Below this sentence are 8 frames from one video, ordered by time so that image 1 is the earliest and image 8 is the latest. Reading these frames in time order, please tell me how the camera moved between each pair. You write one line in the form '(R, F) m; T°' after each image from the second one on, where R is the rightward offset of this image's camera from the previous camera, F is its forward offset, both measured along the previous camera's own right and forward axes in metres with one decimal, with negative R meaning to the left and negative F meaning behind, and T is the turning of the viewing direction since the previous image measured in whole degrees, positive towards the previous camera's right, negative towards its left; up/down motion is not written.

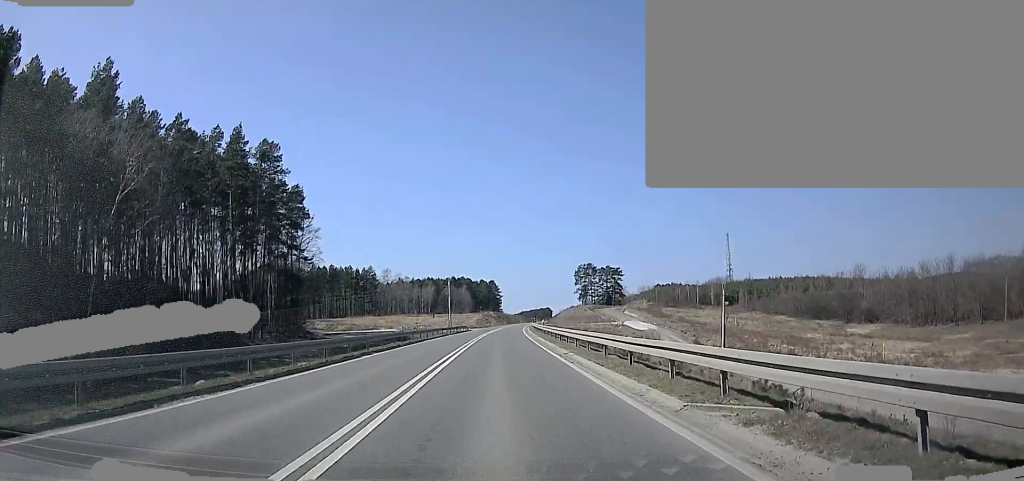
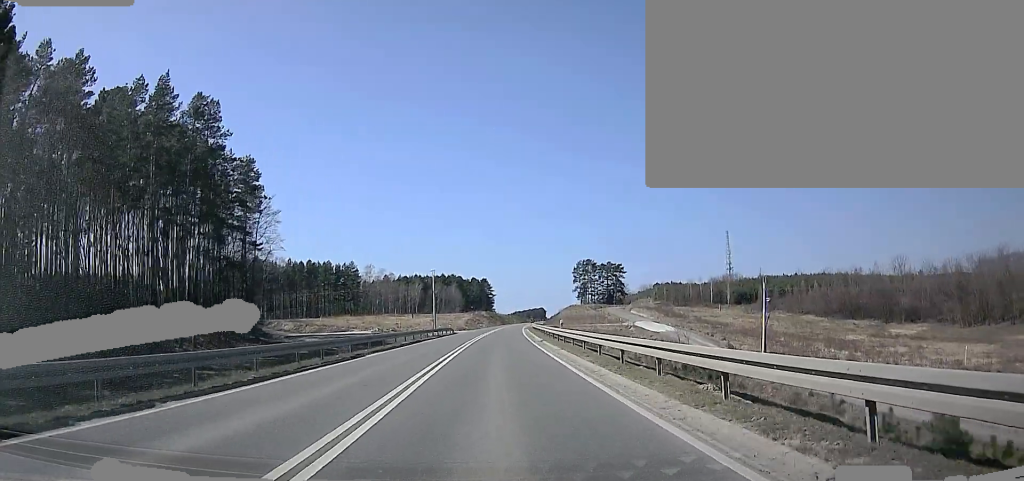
(0.0, +19.2) m; 0°
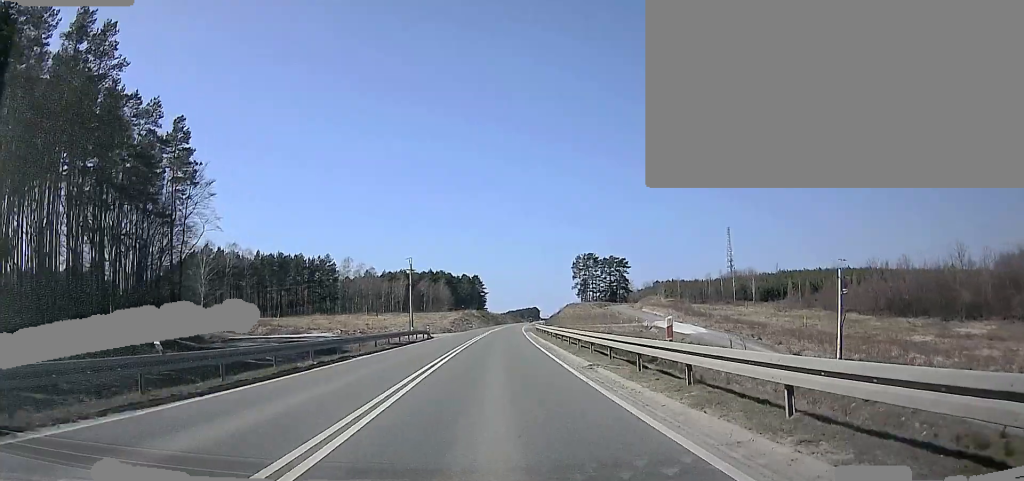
(-0.1, +22.1) m; +2°
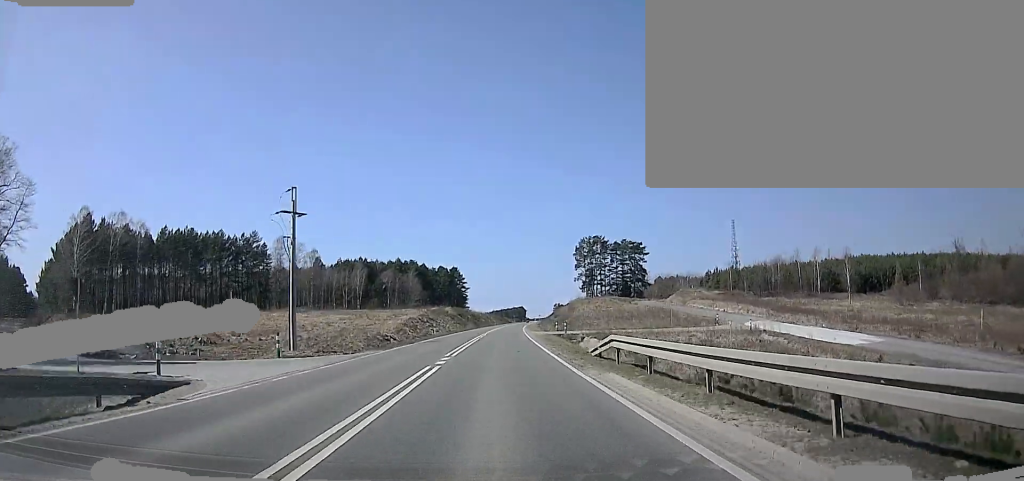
(+2.4, +48.6) m; +2°
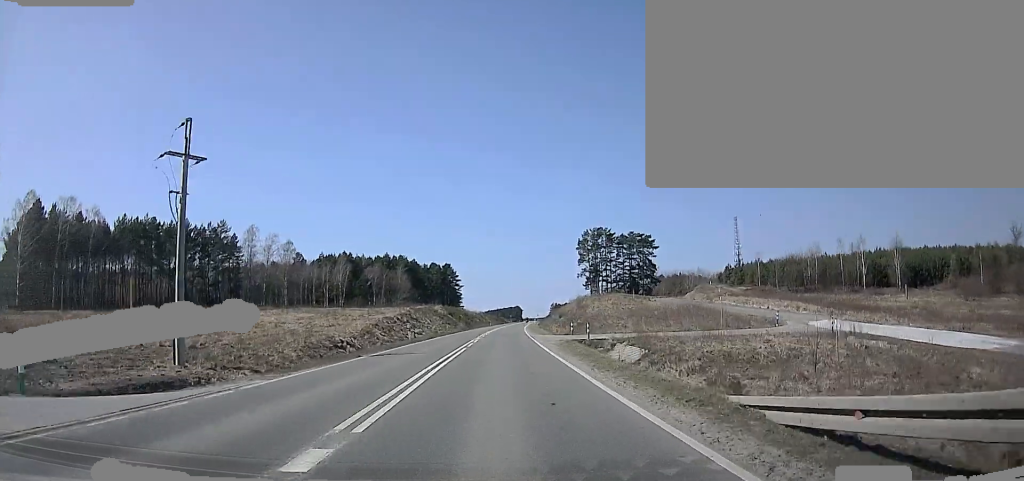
(+0.4, +15.8) m; -2°
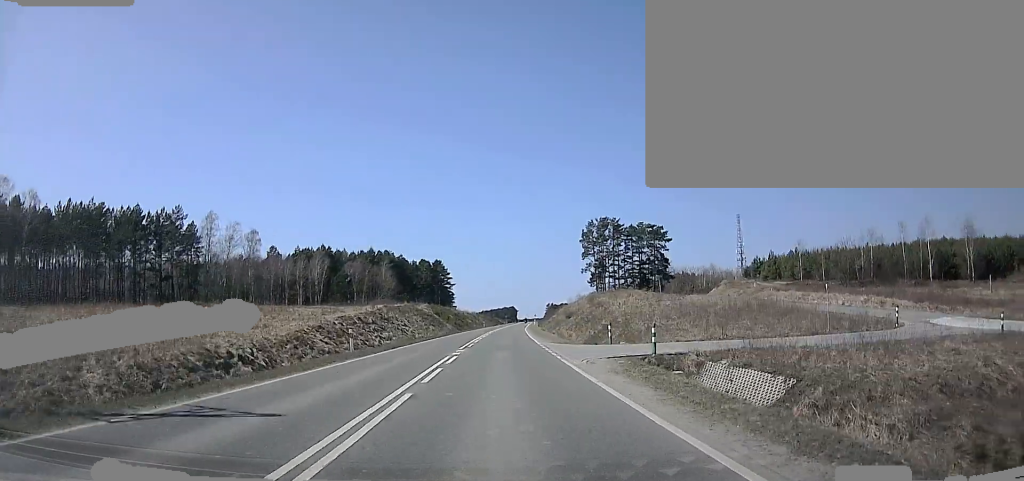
(-0.9, +17.7) m; 0°
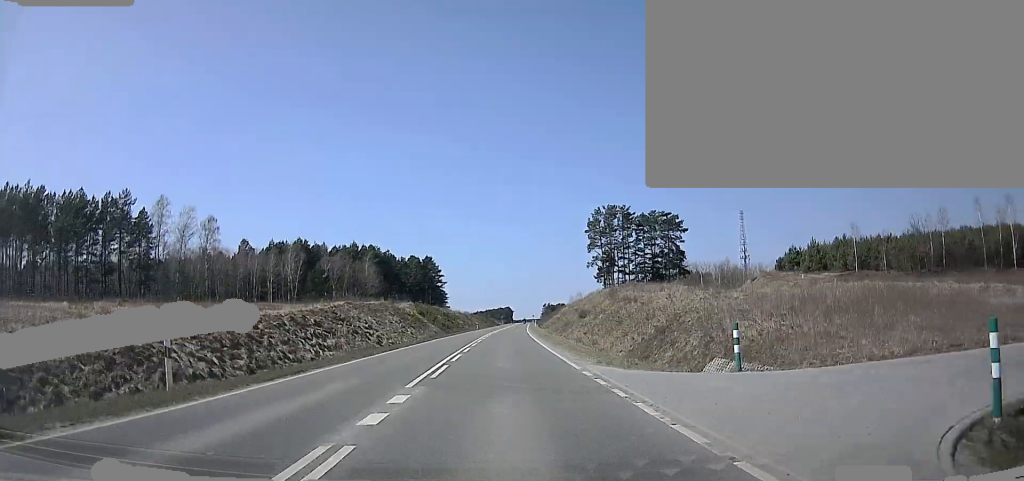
(-0.4, +16.8) m; 0°
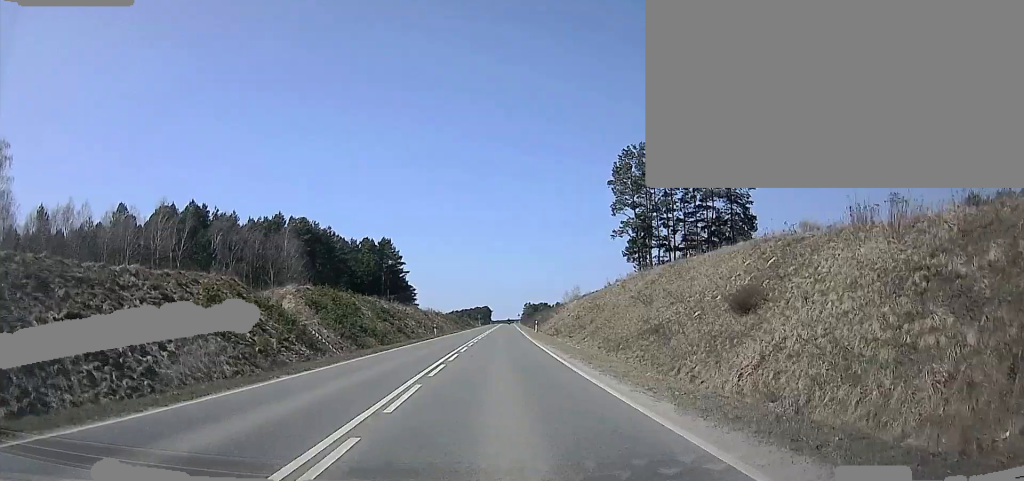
(+2.1, +47.3) m; +3°
